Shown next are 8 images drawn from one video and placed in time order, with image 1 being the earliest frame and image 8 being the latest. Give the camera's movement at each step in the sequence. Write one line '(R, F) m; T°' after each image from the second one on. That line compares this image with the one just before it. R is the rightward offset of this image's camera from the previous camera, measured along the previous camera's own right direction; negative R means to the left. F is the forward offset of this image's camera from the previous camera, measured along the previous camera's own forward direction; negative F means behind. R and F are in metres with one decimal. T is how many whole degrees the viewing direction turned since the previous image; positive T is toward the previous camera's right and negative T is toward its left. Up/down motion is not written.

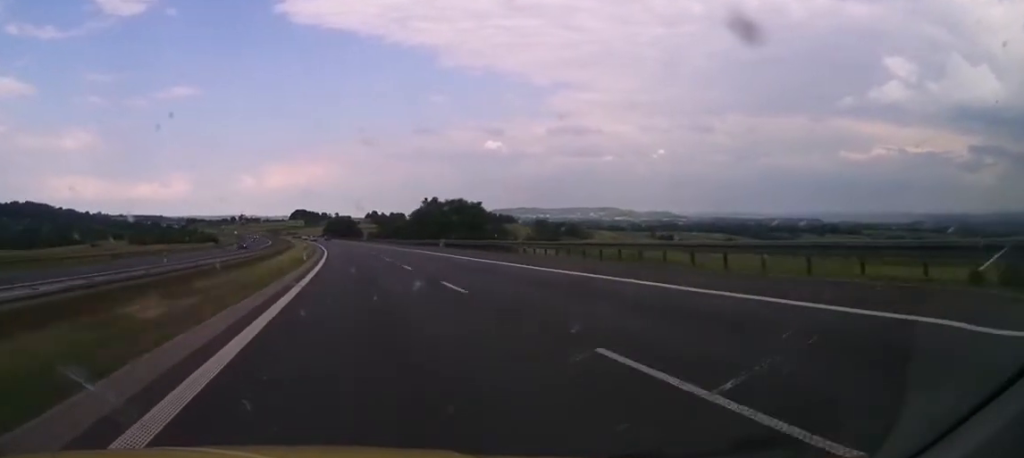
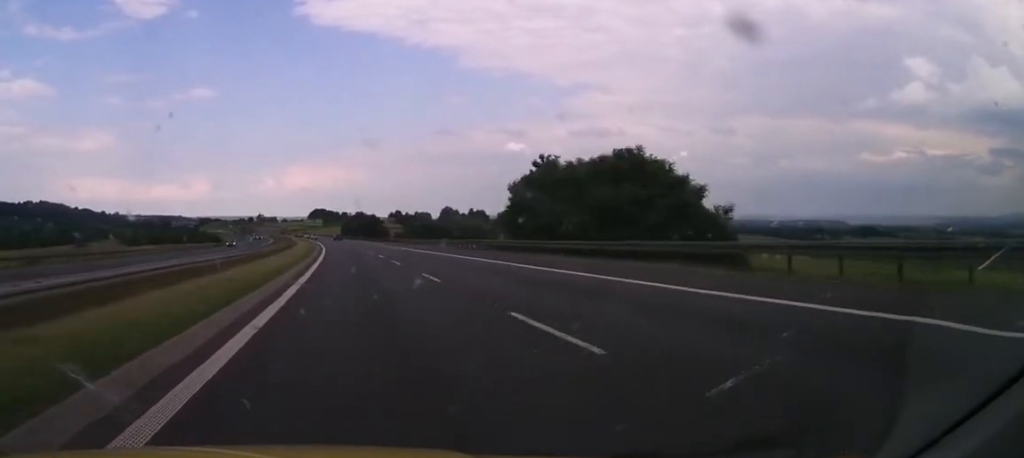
(-0.3, +55.6) m; 0°
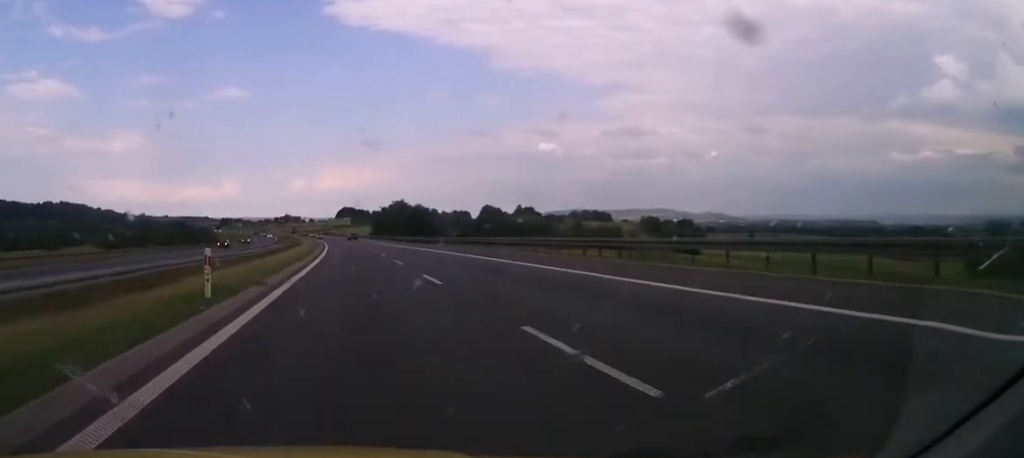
(-1.6, +73.6) m; -3°
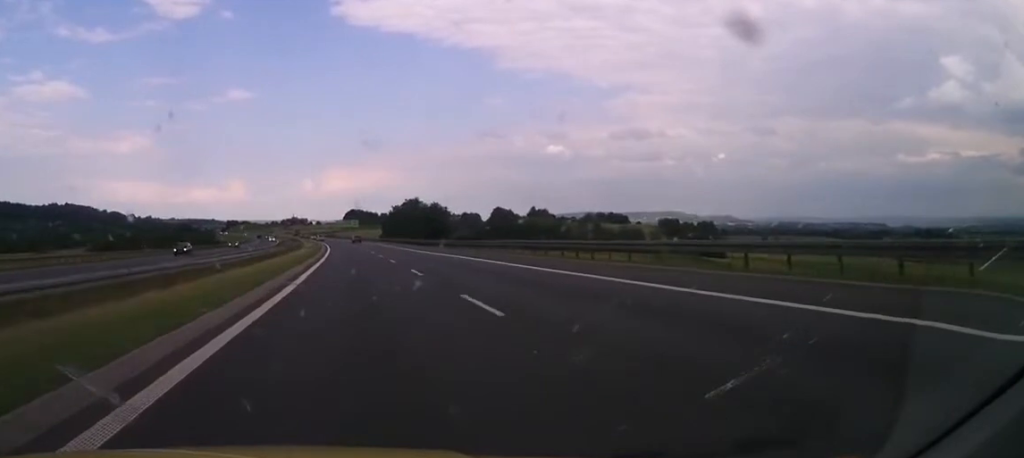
(-0.2, +18.6) m; -1°
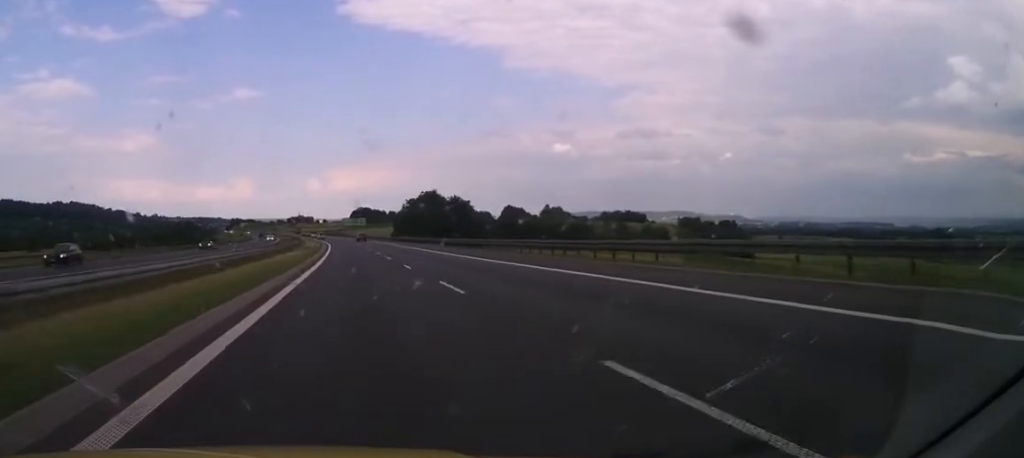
(-0.2, +20.0) m; 0°
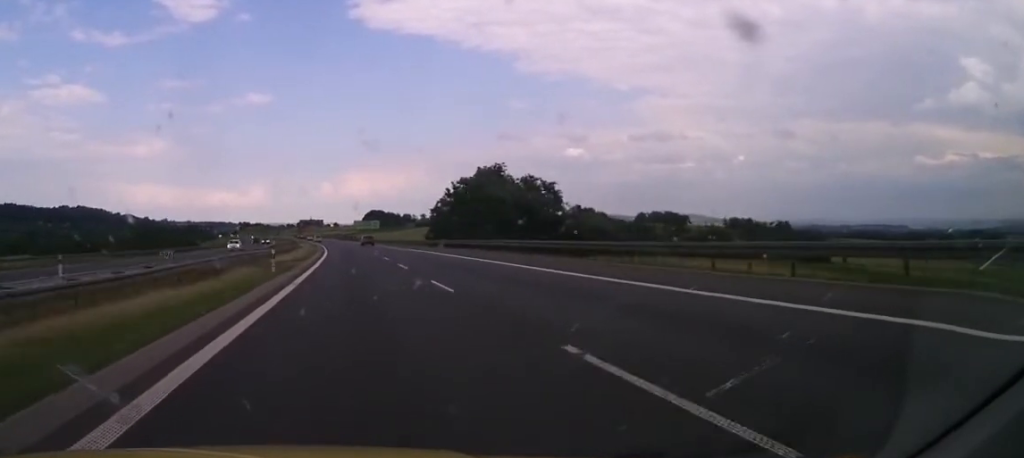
(-0.2, +47.3) m; -1°
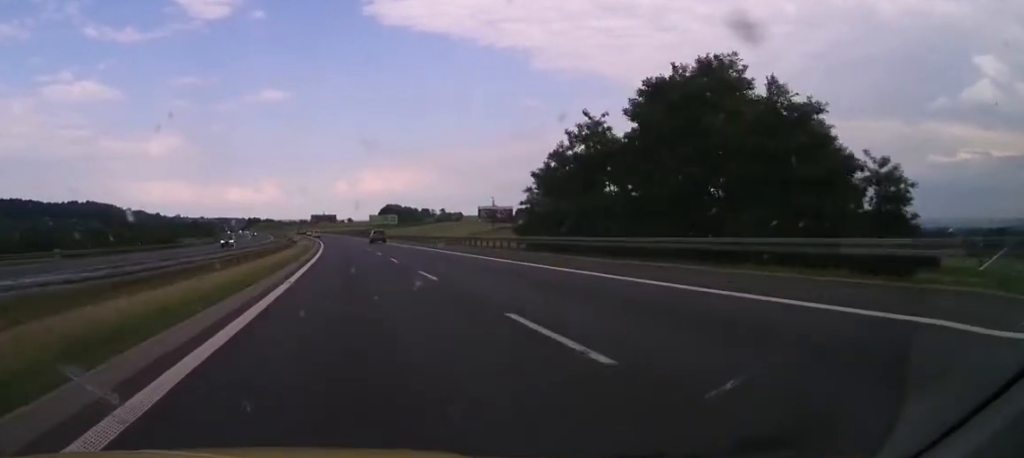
(-0.5, +46.1) m; -1°
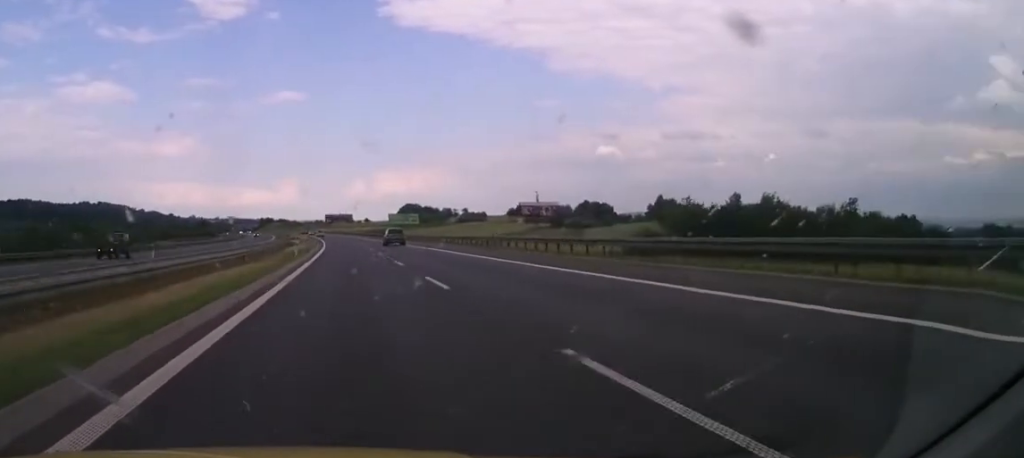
(-0.5, +40.3) m; -1°
